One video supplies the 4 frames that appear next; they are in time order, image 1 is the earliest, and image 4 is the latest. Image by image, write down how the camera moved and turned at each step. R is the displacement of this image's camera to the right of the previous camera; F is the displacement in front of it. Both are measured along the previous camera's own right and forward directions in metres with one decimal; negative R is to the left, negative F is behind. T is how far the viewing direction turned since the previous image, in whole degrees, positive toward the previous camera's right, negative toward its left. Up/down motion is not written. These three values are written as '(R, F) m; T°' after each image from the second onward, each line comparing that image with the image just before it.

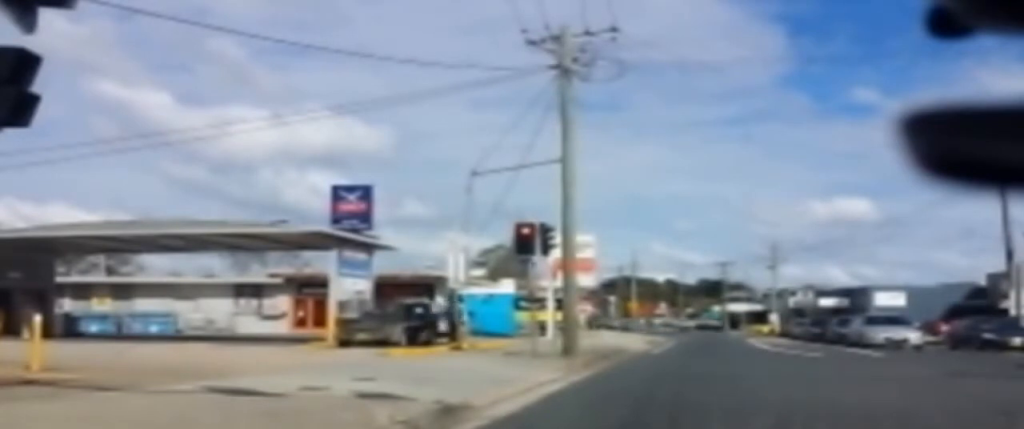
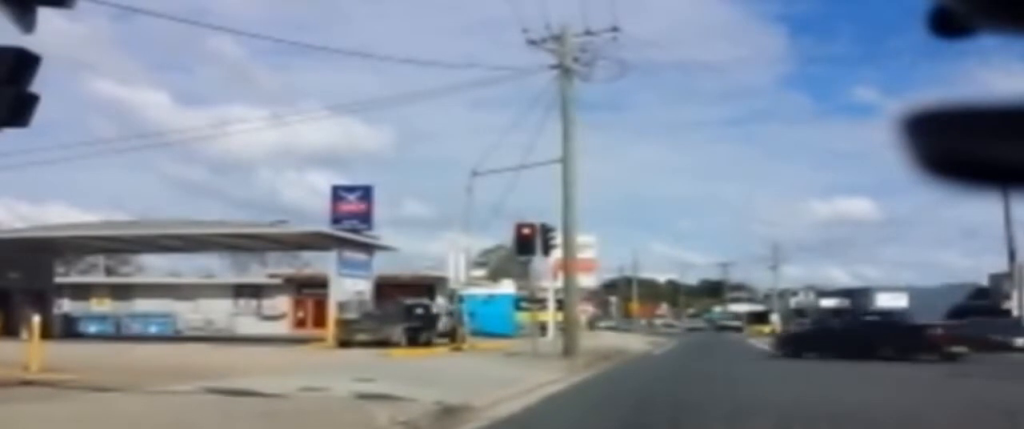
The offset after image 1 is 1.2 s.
(0.0, 0.0) m; 0°
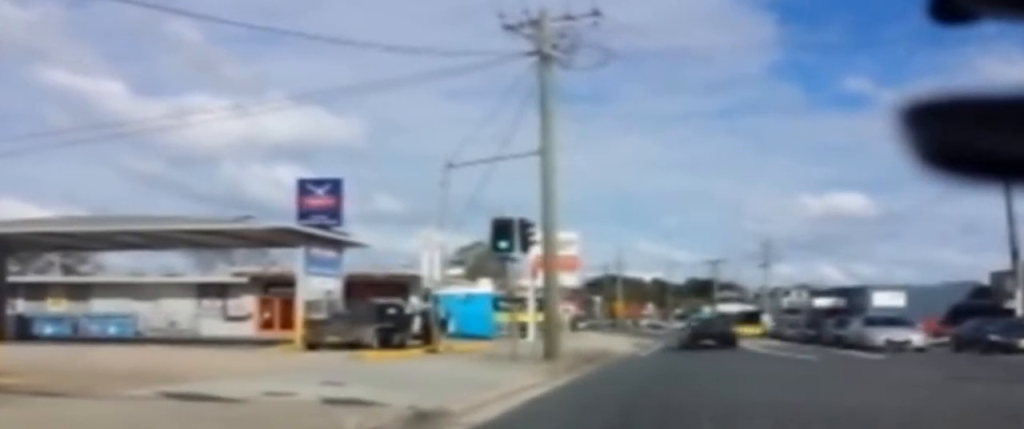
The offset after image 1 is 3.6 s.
(+0.1, +0.4) m; 0°
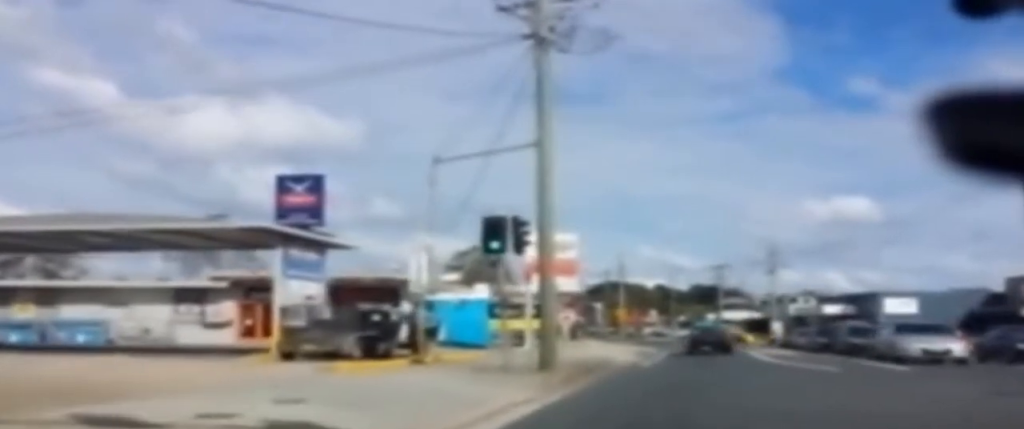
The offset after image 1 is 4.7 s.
(+0.2, +1.9) m; 0°
